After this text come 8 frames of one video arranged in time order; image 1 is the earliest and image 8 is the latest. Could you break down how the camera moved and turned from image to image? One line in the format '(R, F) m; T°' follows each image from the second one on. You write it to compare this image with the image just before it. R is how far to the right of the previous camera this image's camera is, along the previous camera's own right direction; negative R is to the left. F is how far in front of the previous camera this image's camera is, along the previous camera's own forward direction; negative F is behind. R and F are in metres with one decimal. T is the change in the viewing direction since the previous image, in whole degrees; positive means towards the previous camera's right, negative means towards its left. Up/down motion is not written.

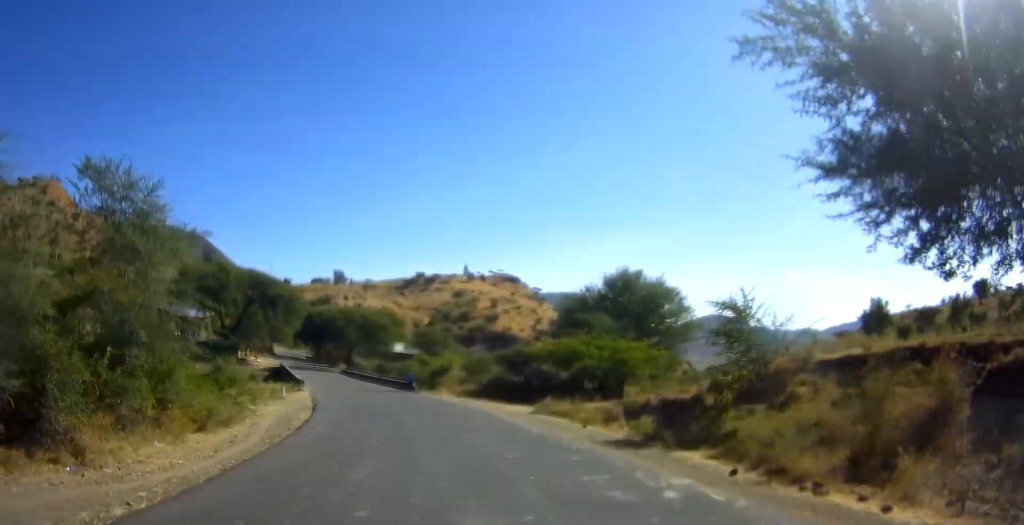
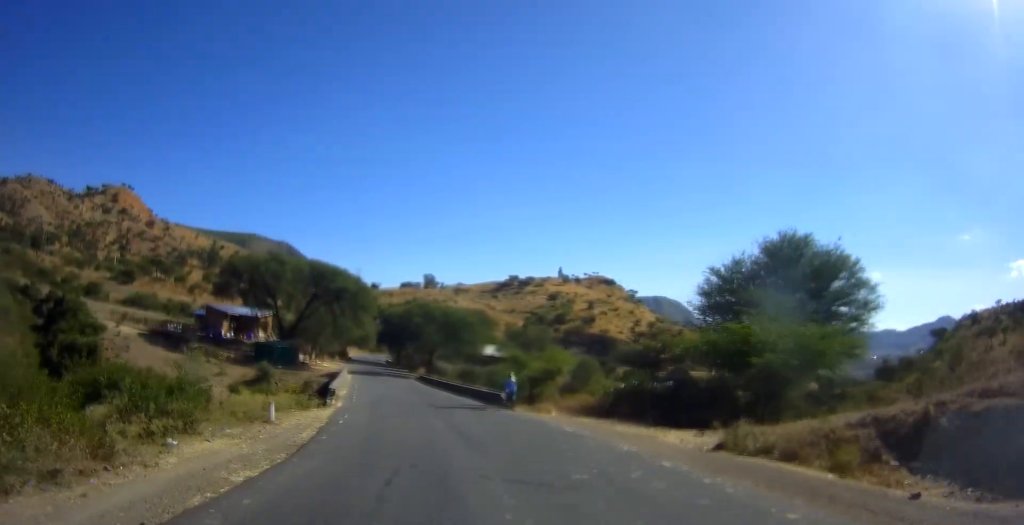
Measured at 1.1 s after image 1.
(-1.1, +14.1) m; -9°
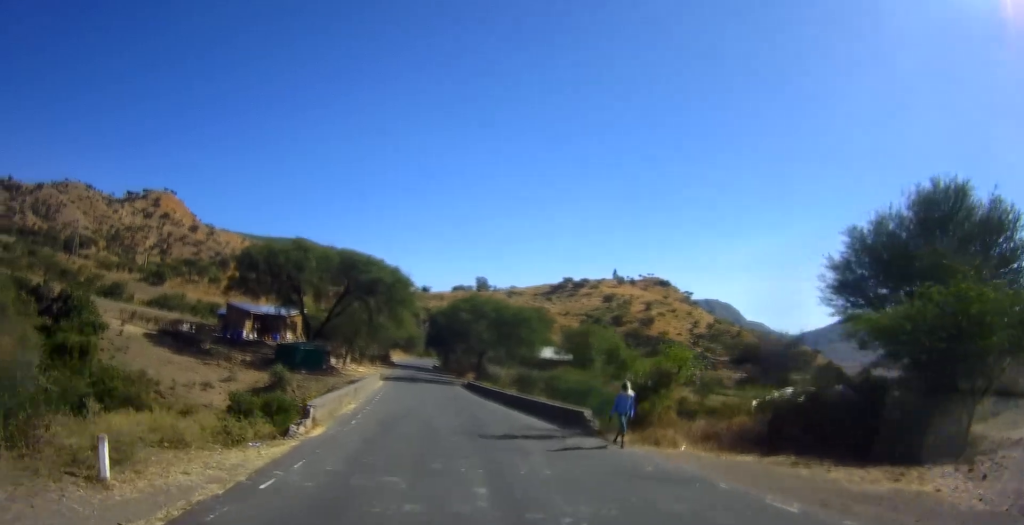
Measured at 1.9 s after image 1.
(-0.7, +11.1) m; -6°
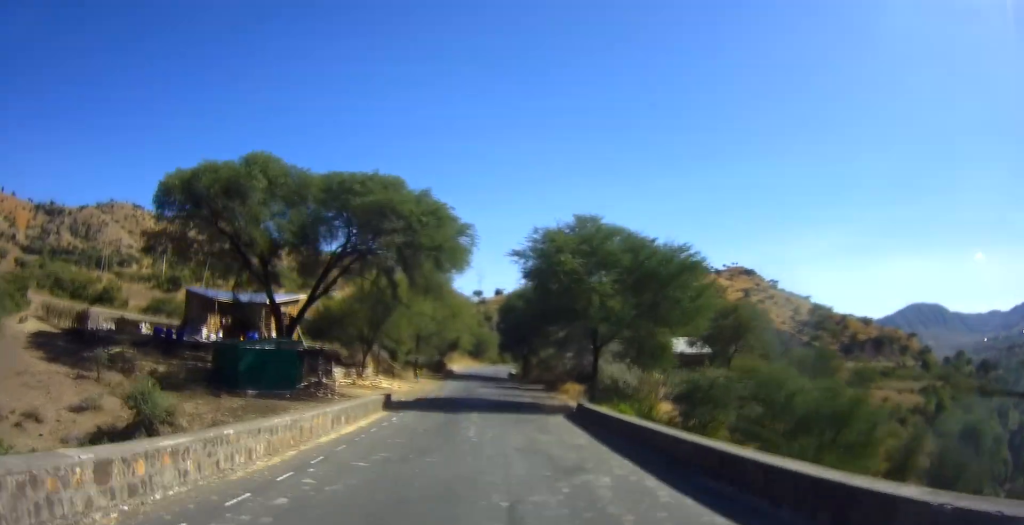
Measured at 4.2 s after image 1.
(-2.6, +32.6) m; -8°
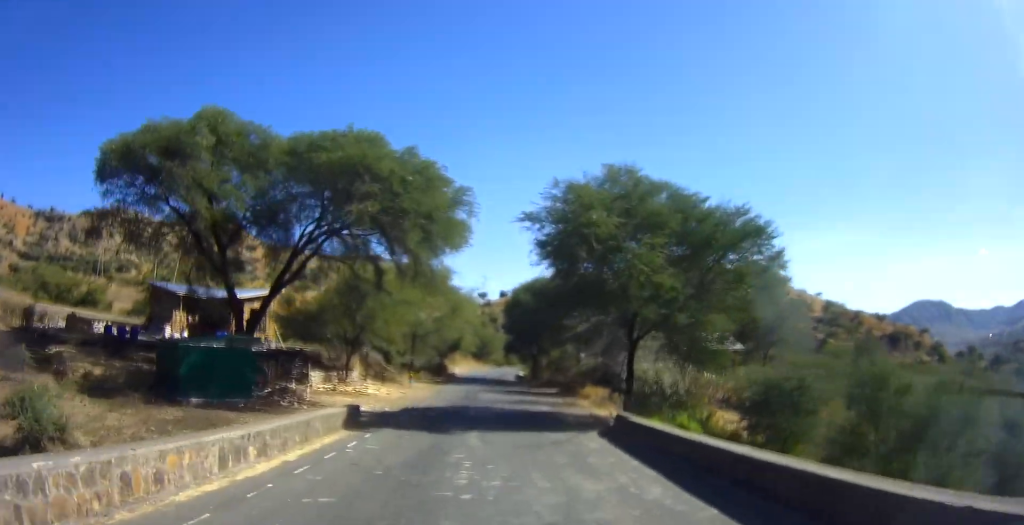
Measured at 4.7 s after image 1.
(-0.6, +7.6) m; 0°
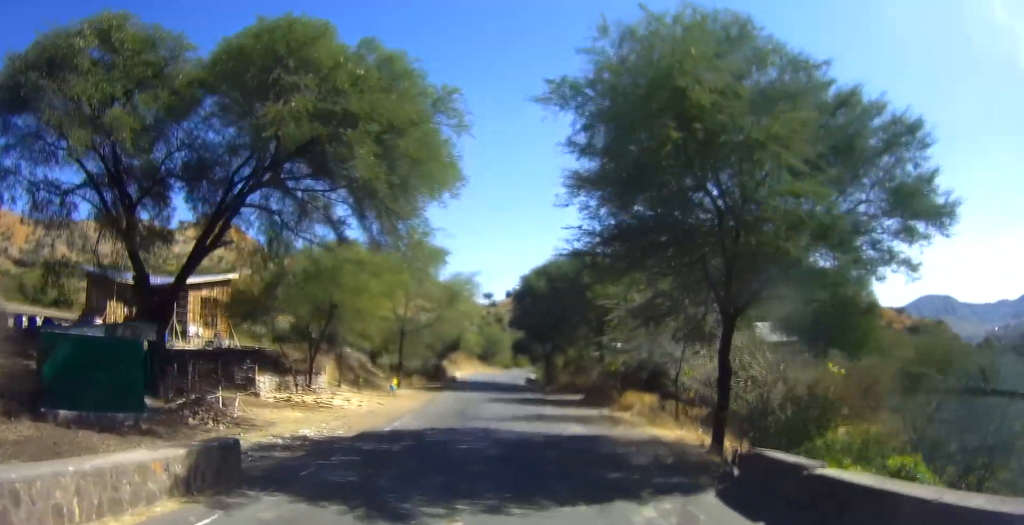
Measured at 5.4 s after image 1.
(+0.3, +10.4) m; +1°
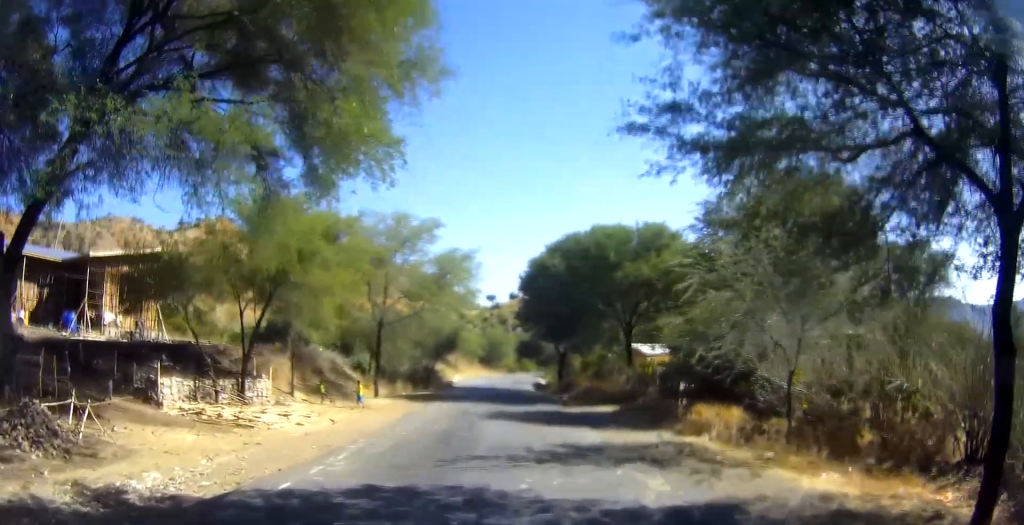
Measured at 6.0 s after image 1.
(+0.4, +10.0) m; +1°
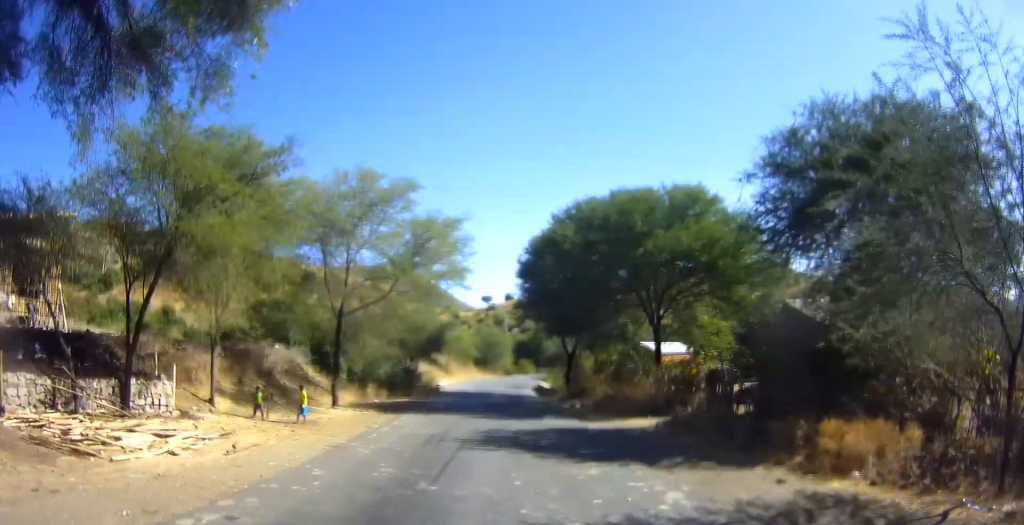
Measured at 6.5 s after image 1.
(-0.2, +8.6) m; -1°
